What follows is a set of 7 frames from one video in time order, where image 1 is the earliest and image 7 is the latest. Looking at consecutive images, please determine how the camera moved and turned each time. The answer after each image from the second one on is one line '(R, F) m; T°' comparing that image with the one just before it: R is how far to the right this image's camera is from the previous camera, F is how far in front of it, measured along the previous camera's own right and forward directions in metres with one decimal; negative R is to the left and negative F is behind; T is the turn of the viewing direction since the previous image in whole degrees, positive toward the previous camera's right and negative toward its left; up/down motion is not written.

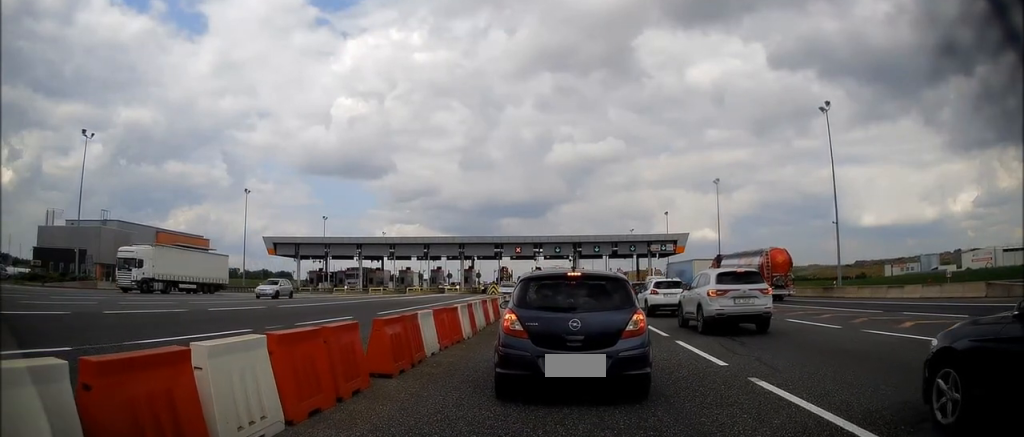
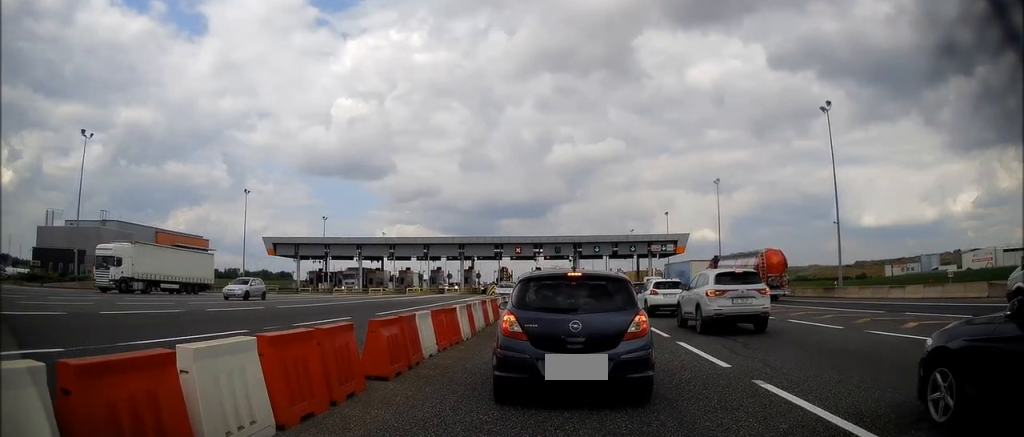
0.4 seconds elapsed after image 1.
(0.0, +0.2) m; 0°
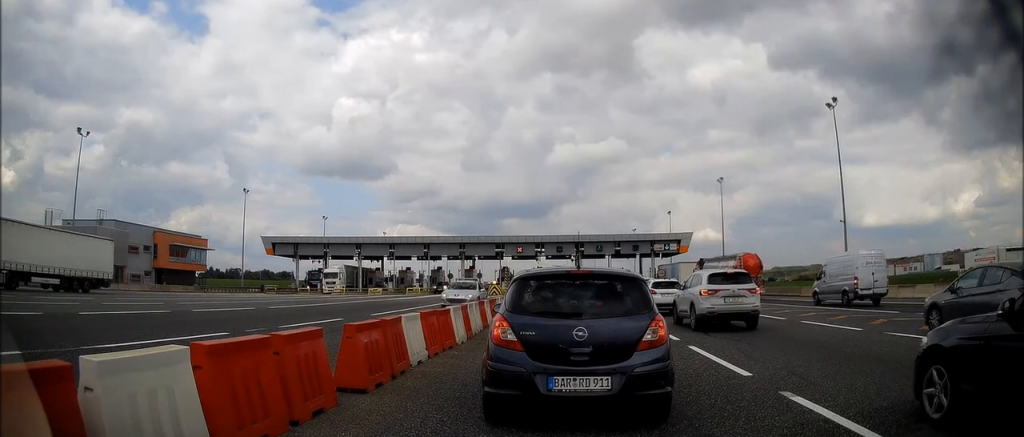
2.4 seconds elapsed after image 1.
(0.0, +0.7) m; 0°
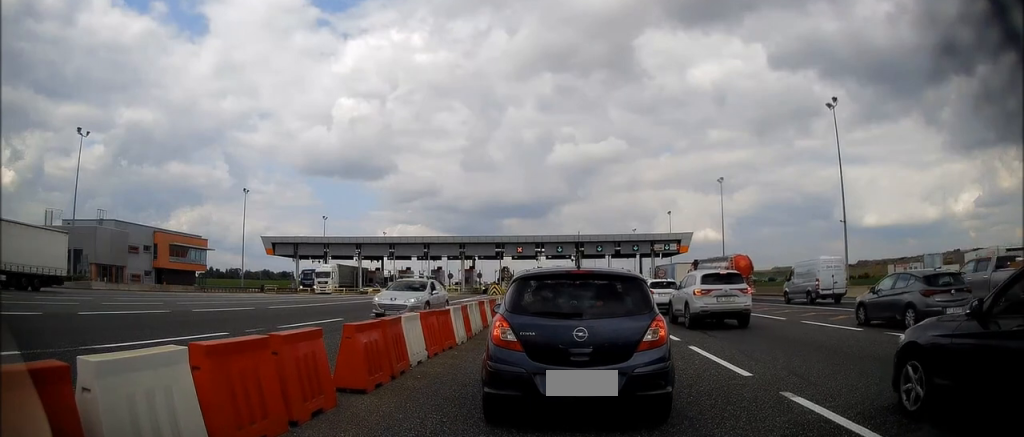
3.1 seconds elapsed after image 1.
(0.0, +0.1) m; 0°
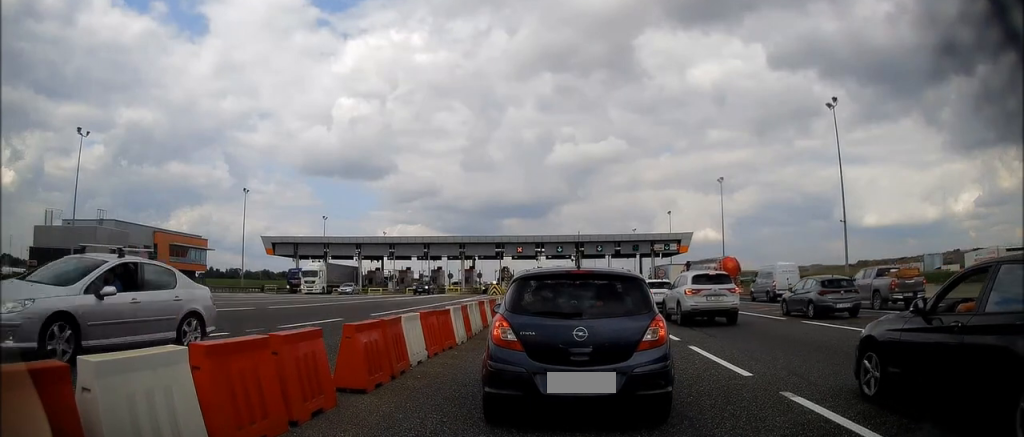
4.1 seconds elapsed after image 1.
(0.0, +0.1) m; 0°
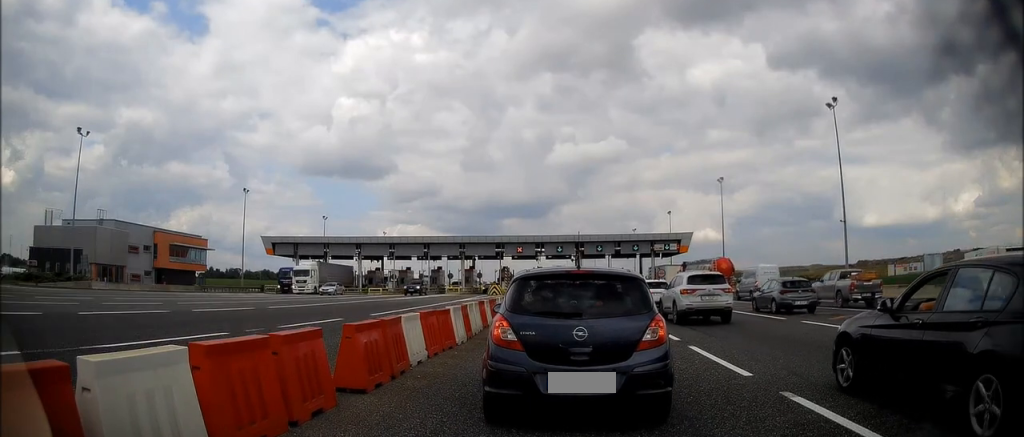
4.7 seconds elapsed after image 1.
(0.0, 0.0) m; 0°
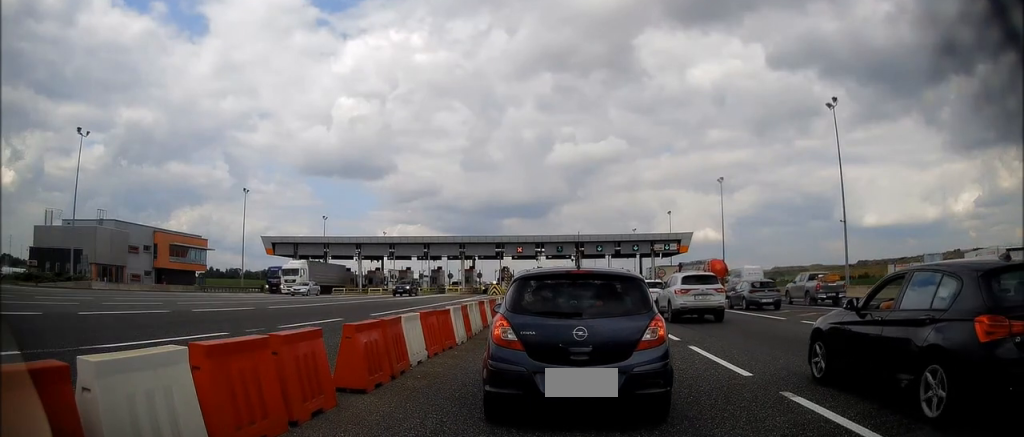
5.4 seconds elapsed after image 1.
(0.0, 0.0) m; 0°
